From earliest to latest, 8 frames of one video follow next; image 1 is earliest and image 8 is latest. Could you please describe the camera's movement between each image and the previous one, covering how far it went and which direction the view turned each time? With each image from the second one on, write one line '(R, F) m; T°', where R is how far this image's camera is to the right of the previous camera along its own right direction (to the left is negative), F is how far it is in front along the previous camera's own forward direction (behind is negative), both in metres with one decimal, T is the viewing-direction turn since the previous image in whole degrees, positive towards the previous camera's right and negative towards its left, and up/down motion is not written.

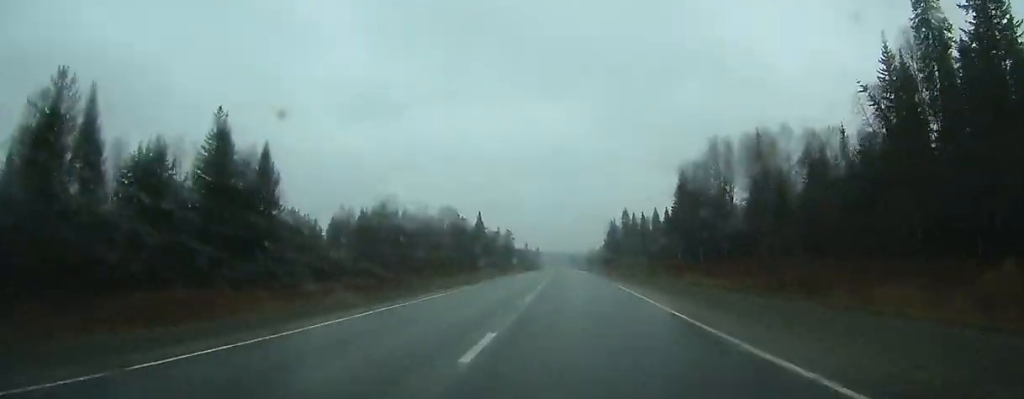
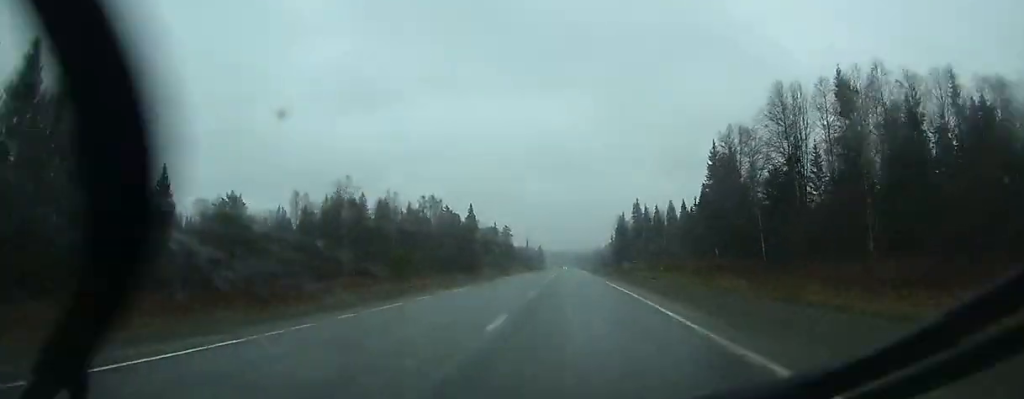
(0.0, +35.0) m; 0°
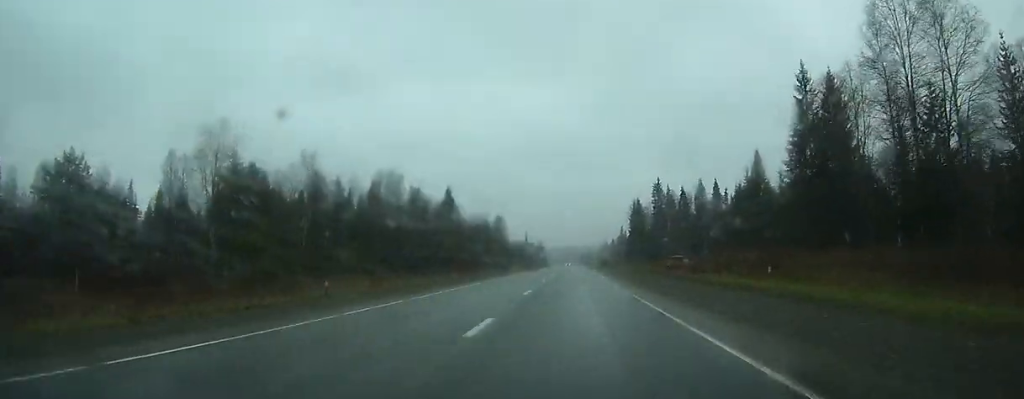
(-0.3, +53.0) m; 0°
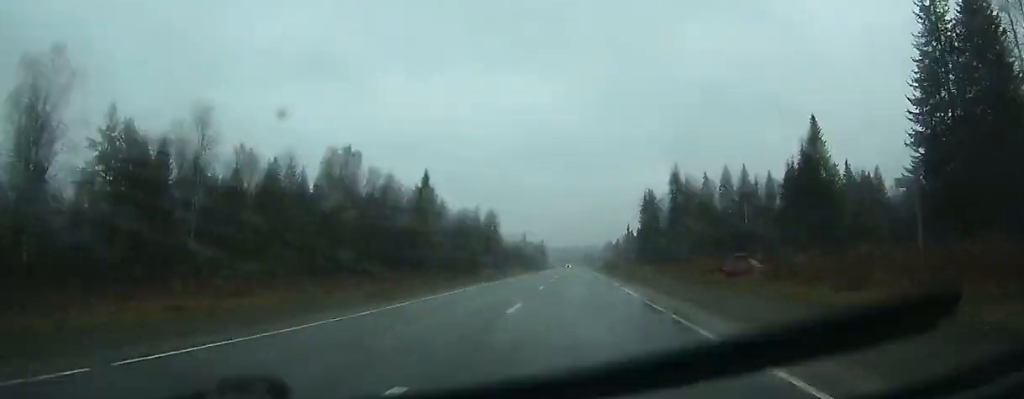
(-0.1, +32.2) m; 0°
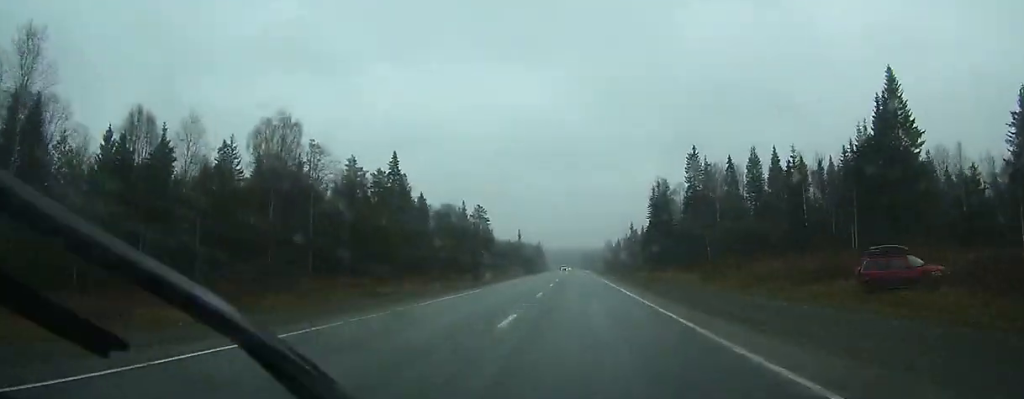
(-0.2, +28.2) m; 0°
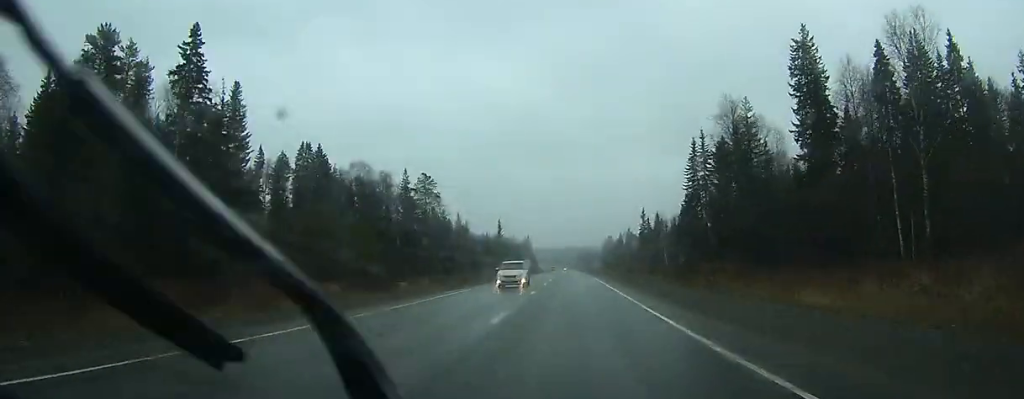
(+0.4, +73.6) m; 0°
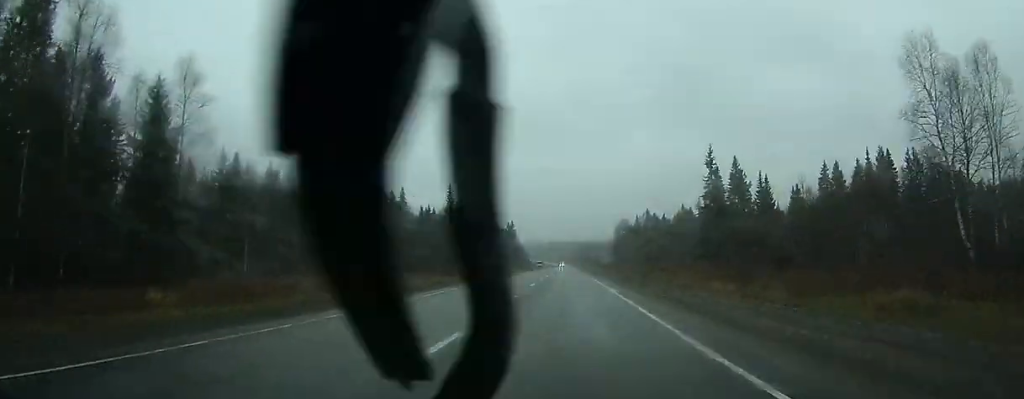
(-0.6, +113.0) m; 0°
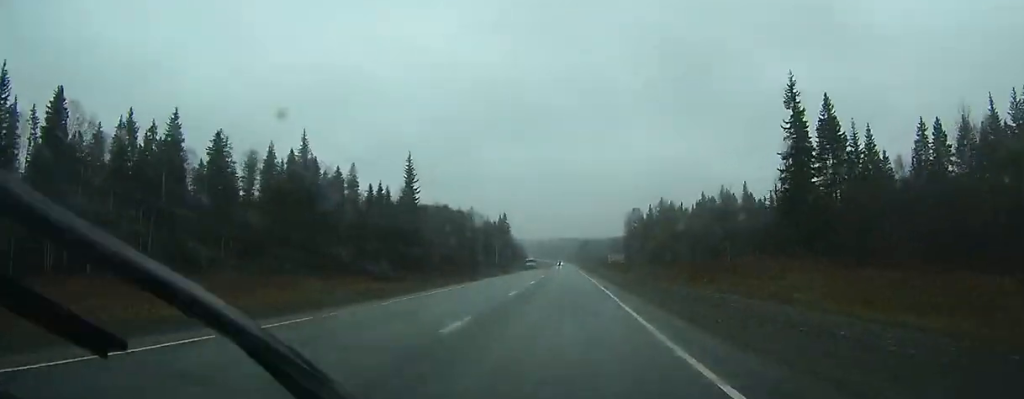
(0.0, +44.2) m; 0°
